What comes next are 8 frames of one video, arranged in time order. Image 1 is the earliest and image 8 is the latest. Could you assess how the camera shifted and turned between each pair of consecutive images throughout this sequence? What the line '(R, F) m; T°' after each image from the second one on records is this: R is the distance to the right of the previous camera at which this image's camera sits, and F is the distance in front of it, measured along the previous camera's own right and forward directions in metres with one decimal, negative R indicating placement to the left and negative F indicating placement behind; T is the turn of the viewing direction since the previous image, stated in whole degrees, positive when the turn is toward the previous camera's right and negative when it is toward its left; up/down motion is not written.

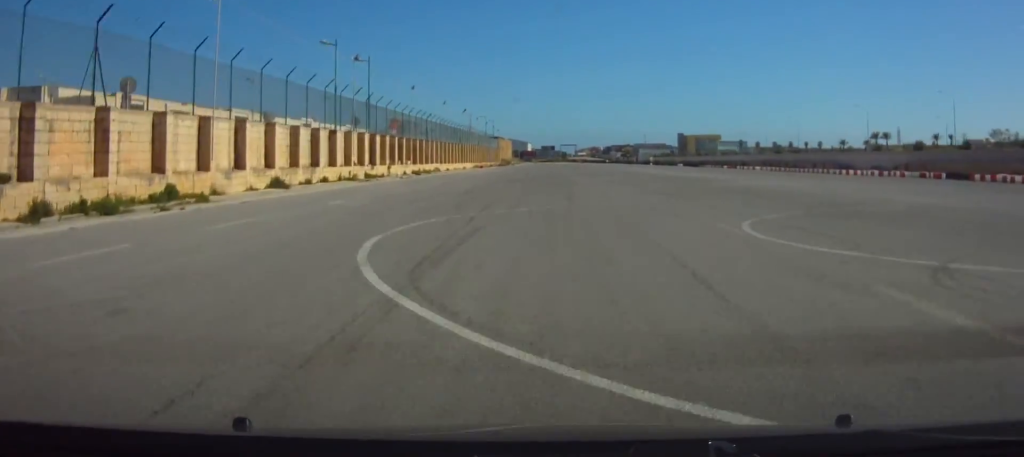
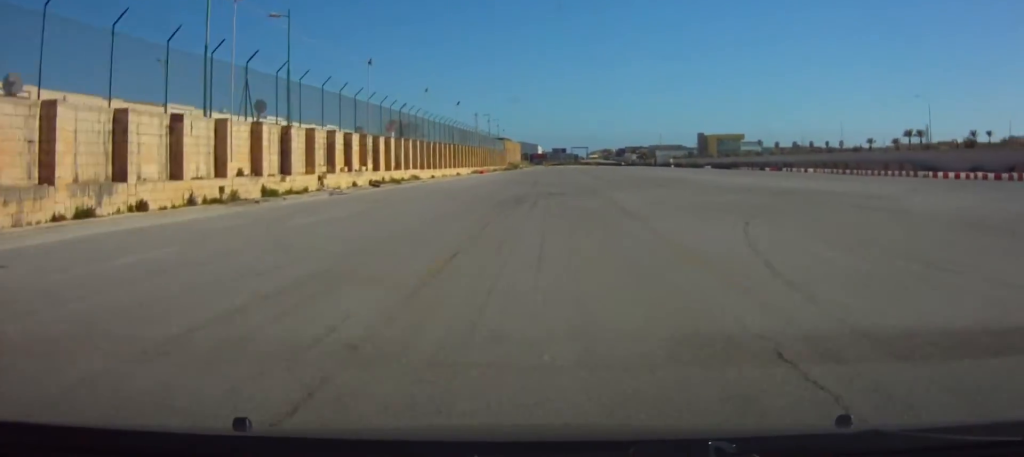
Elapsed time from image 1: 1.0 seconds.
(+0.2, +22.3) m; 0°
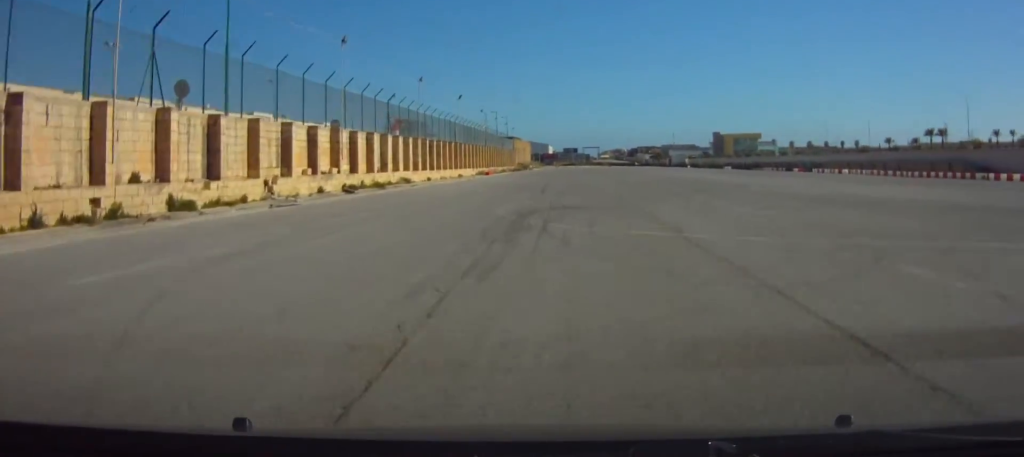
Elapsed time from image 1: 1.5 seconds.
(0.0, +9.6) m; 0°
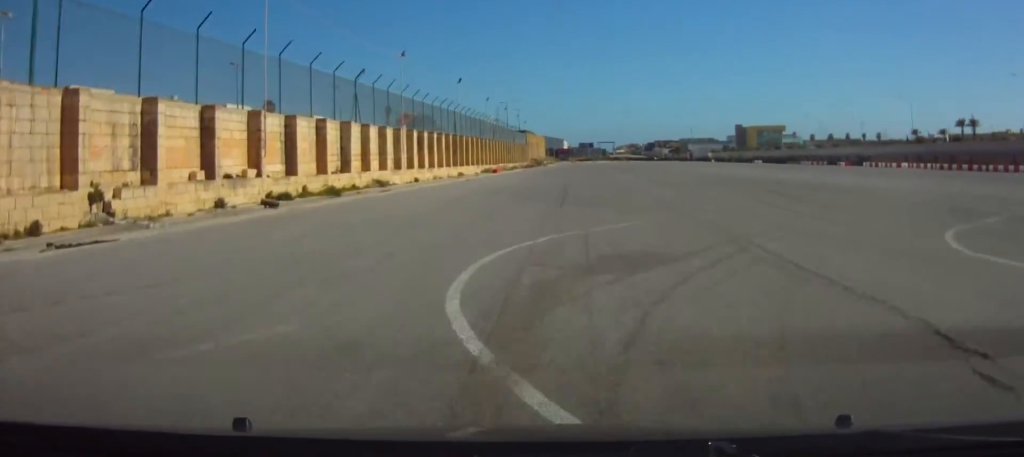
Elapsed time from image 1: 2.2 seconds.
(-0.1, +14.1) m; -1°
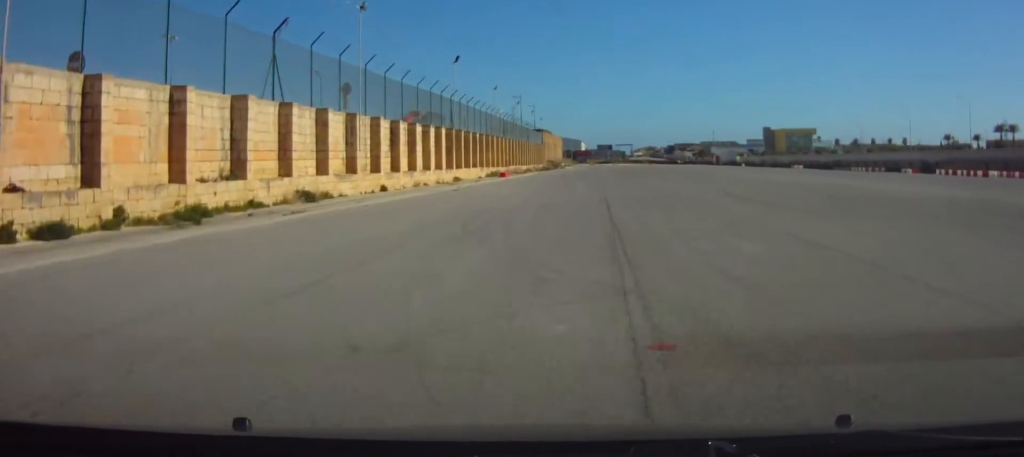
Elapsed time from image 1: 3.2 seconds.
(-0.2, +16.6) m; -1°
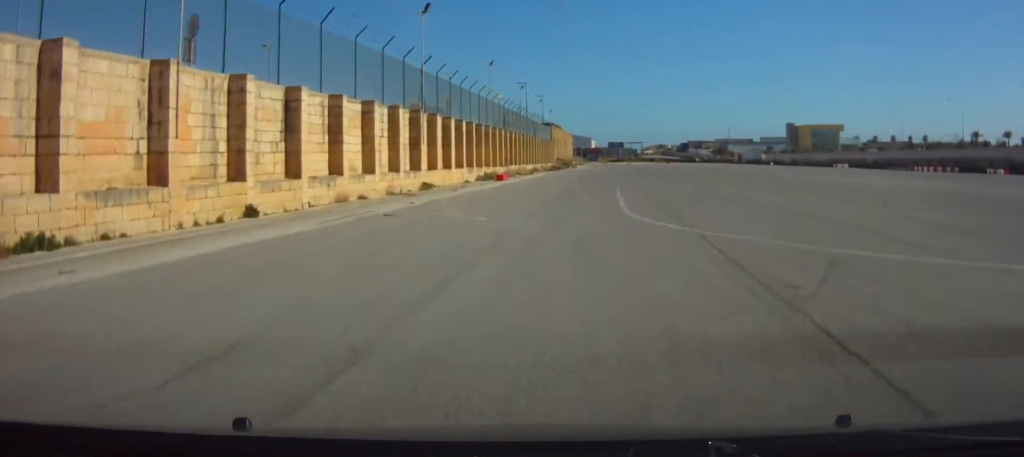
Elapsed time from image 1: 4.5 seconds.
(-0.1, +19.6) m; 0°
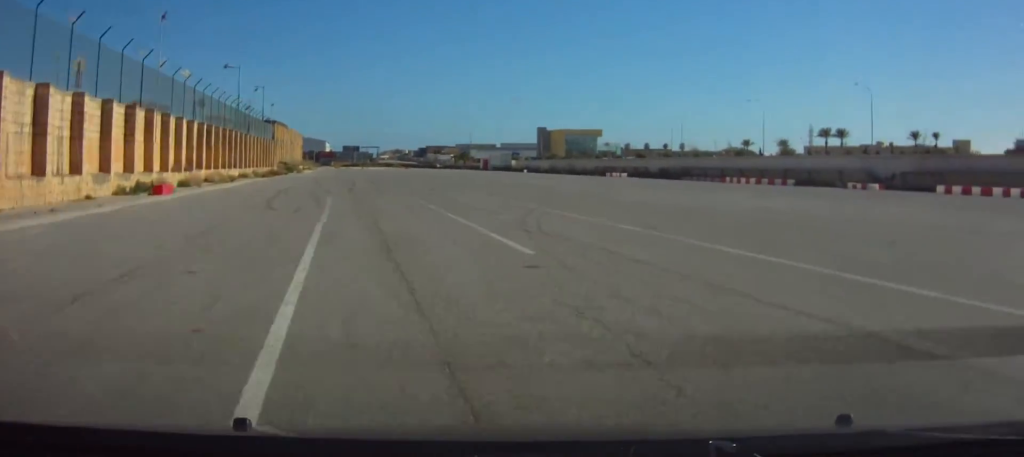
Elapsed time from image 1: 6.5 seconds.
(+1.5, +21.3) m; +15°
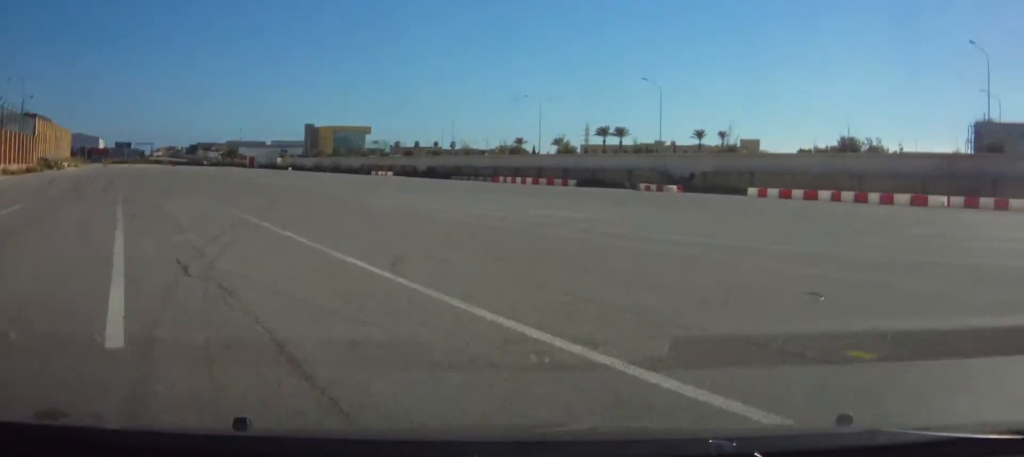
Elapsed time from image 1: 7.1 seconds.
(+0.5, +6.1) m; +13°
